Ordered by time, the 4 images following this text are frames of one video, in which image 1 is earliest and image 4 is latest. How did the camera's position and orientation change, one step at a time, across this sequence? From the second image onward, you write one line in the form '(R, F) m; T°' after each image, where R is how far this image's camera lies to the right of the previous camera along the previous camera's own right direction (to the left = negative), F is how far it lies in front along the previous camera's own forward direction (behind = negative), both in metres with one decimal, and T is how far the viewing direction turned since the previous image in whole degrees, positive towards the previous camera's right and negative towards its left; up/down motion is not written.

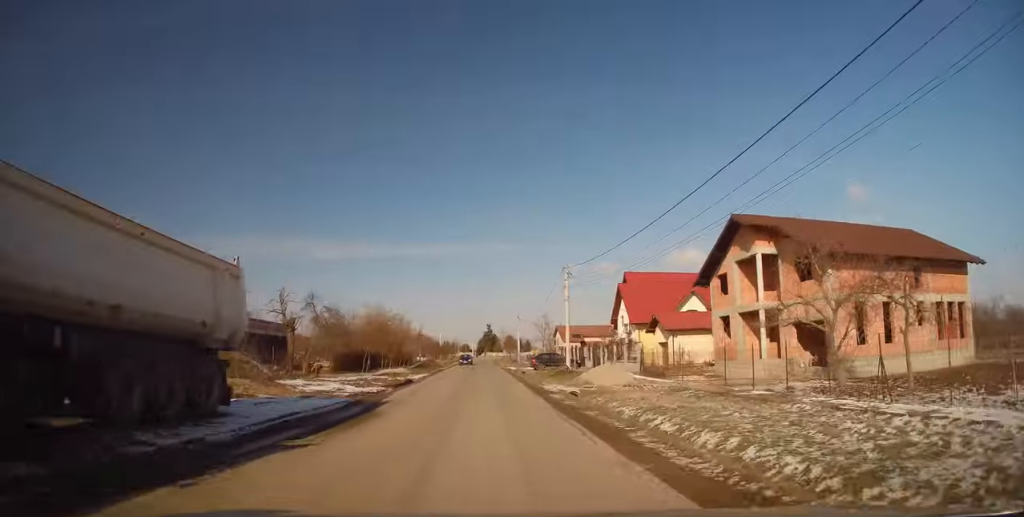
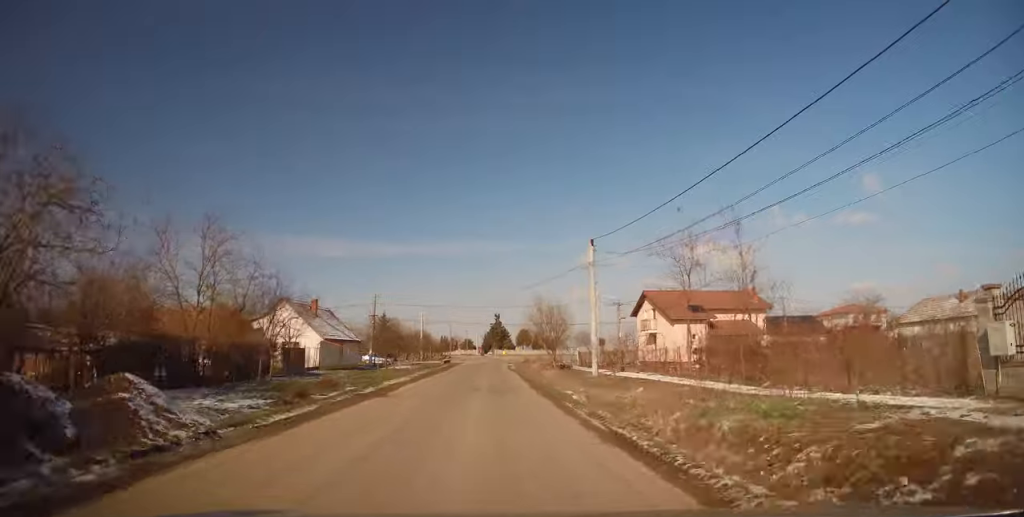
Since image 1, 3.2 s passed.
(-1.1, +58.6) m; -2°
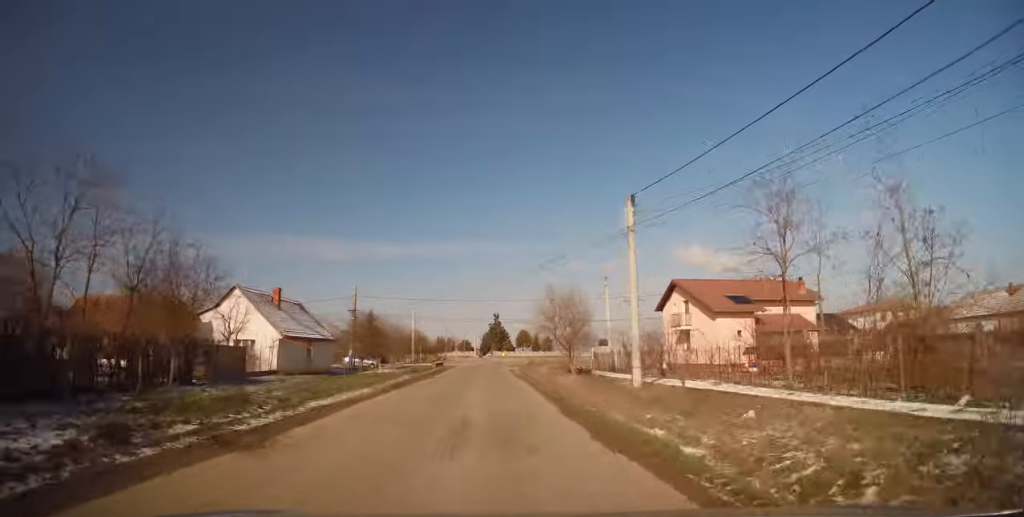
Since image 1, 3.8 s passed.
(-0.2, +9.0) m; 0°
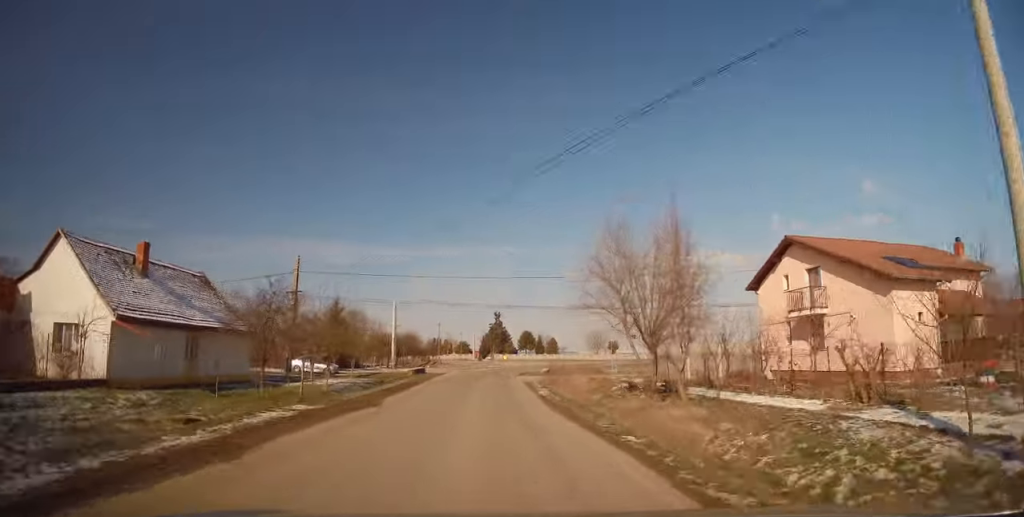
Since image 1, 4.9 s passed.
(+0.3, +18.2) m; +1°
